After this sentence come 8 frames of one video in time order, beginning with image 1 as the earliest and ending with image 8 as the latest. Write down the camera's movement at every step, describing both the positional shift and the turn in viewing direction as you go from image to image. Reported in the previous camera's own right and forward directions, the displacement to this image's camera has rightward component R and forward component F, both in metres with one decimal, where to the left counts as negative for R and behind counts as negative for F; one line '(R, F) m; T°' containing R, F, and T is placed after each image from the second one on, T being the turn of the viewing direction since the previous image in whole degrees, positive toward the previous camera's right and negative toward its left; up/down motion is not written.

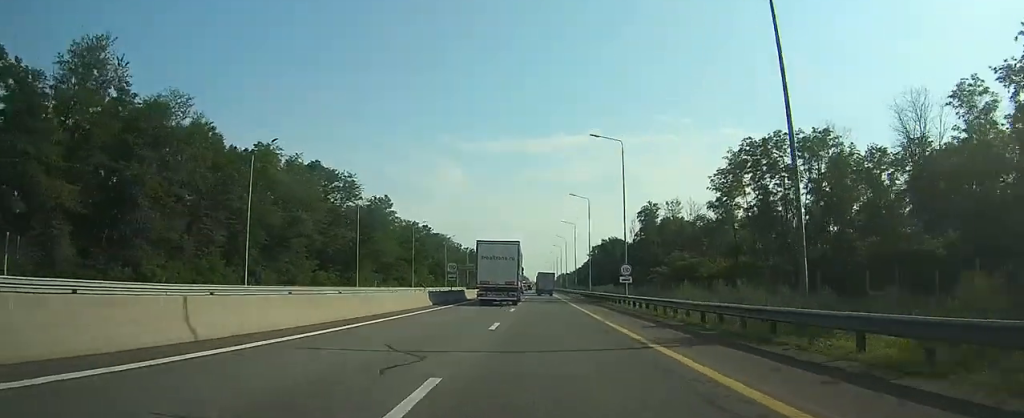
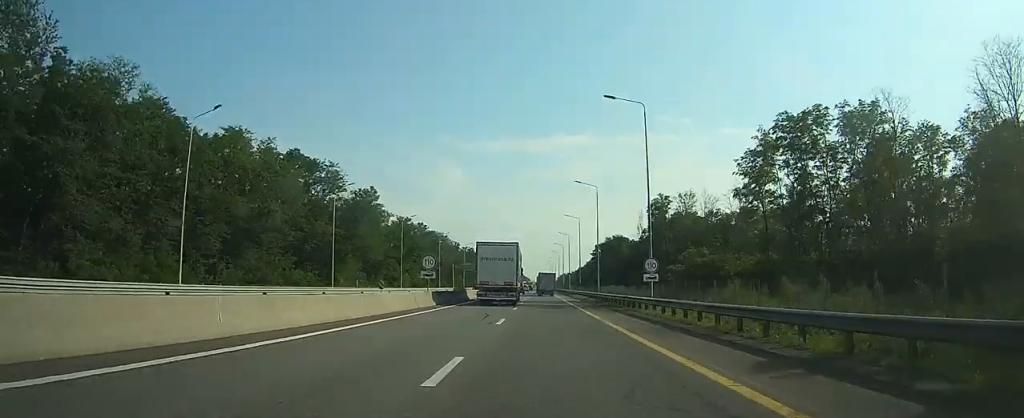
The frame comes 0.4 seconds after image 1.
(-0.1, +9.4) m; 0°
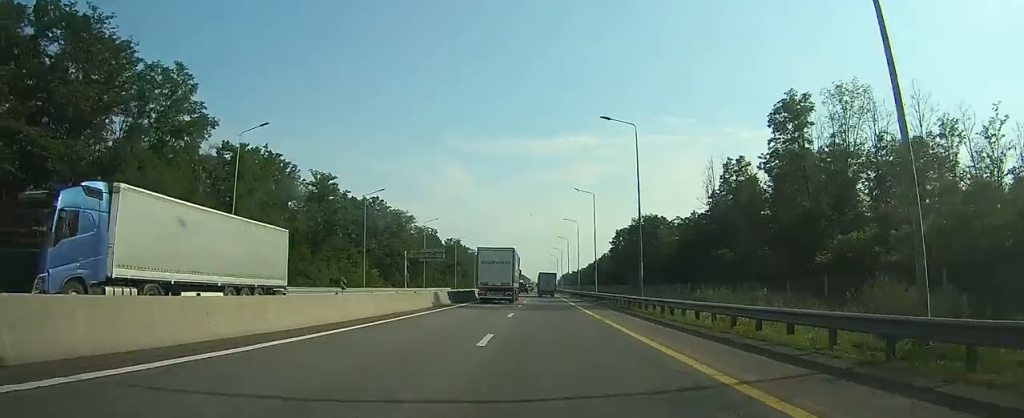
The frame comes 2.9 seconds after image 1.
(-0.2, +54.7) m; 0°
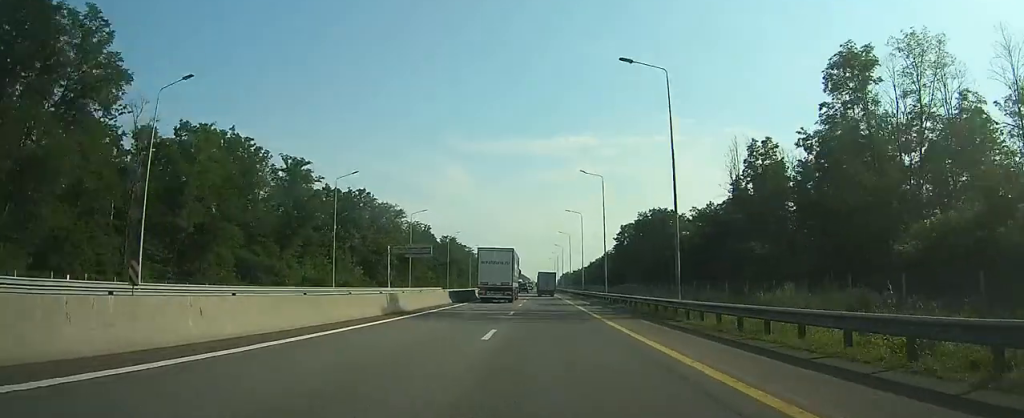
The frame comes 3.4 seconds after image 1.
(0.0, +10.5) m; 0°
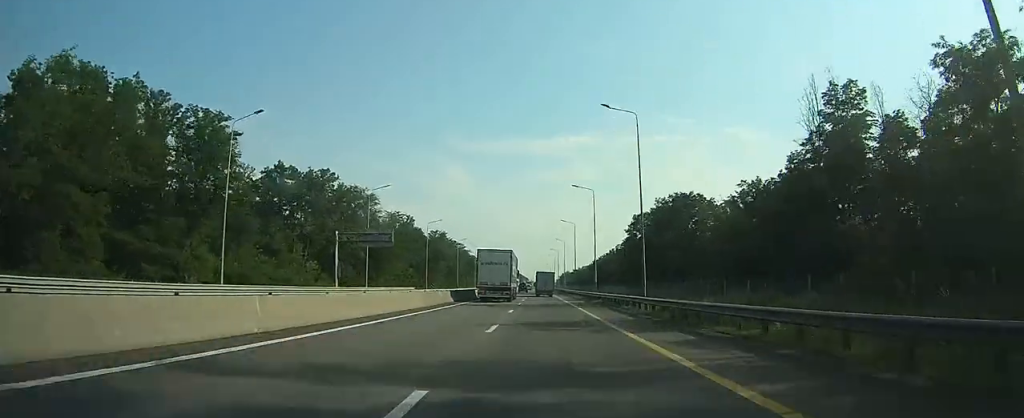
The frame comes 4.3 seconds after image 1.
(0.0, +22.0) m; 0°
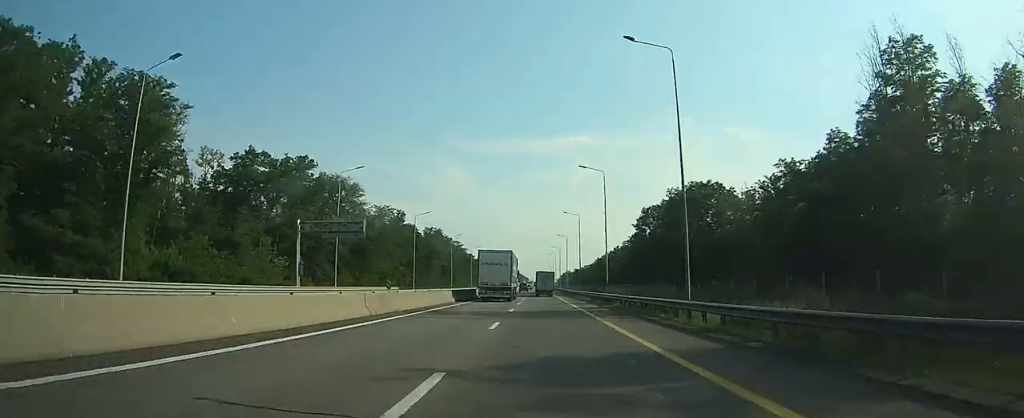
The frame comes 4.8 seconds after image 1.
(0.0, +10.7) m; 0°
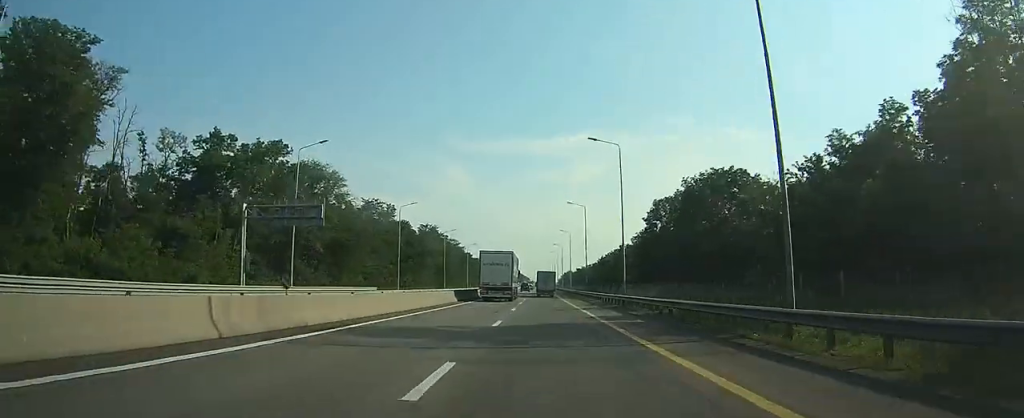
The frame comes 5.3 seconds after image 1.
(0.0, +10.8) m; 0°
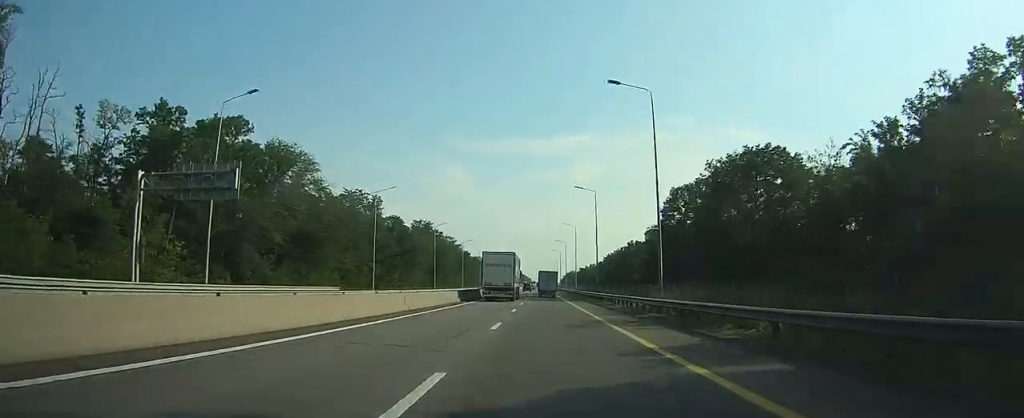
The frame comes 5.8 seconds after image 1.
(0.0, +13.2) m; 0°
